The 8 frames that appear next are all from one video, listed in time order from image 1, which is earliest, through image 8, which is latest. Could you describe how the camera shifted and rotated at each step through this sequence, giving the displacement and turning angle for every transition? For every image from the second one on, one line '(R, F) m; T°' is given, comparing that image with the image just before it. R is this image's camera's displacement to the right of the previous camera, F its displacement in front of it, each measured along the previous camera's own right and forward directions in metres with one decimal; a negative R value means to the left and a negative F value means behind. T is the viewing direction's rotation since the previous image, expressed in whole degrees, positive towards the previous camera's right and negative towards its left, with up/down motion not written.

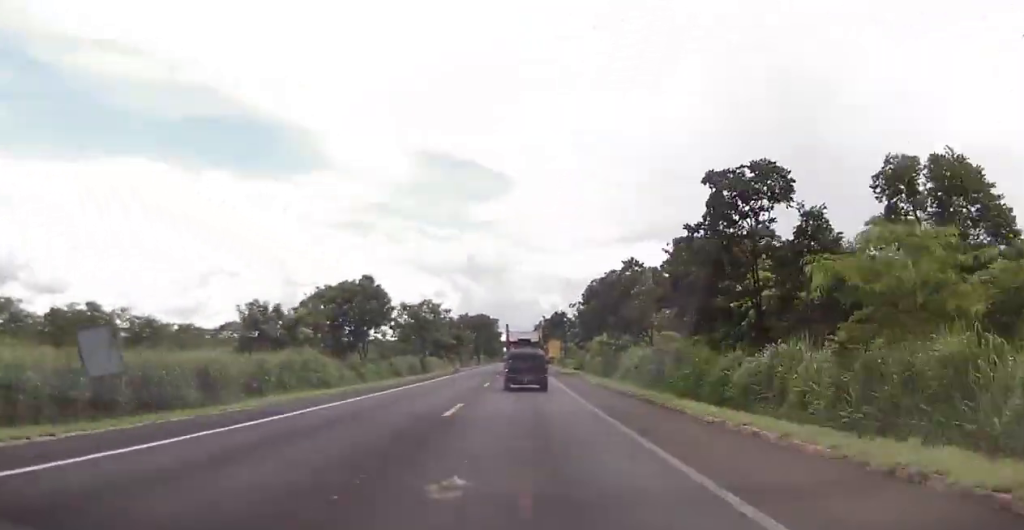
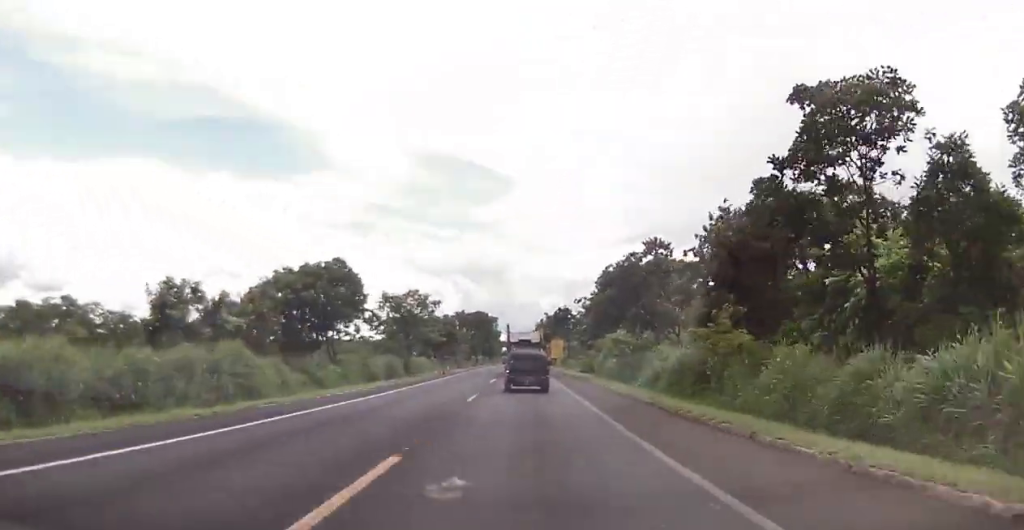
(+0.3, +9.9) m; 0°
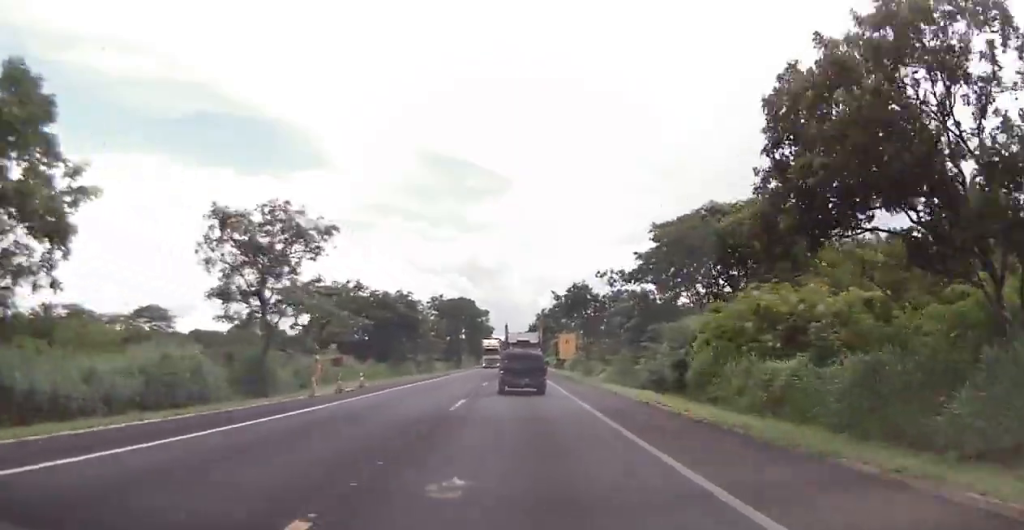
(-0.5, +34.8) m; -1°
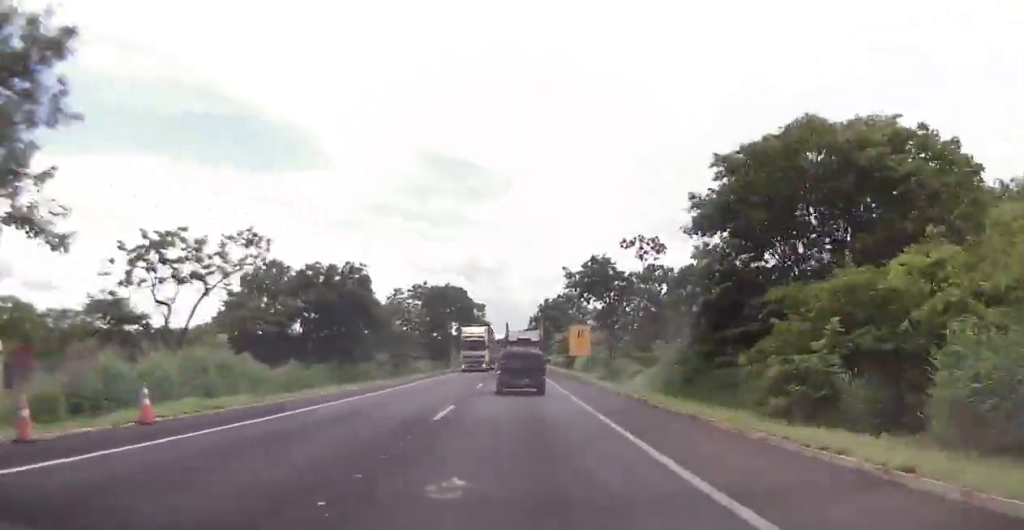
(+0.3, +18.5) m; 0°
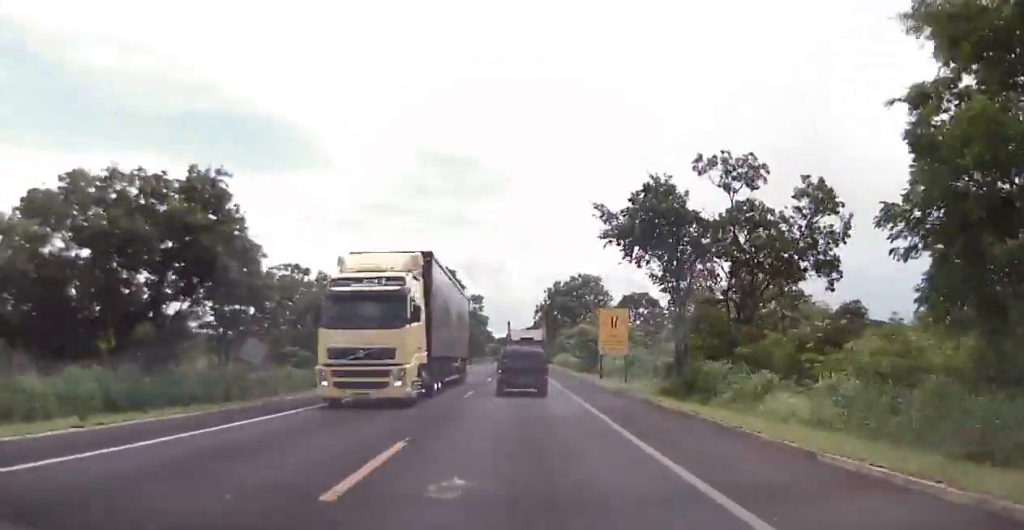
(-0.2, +22.8) m; 0°
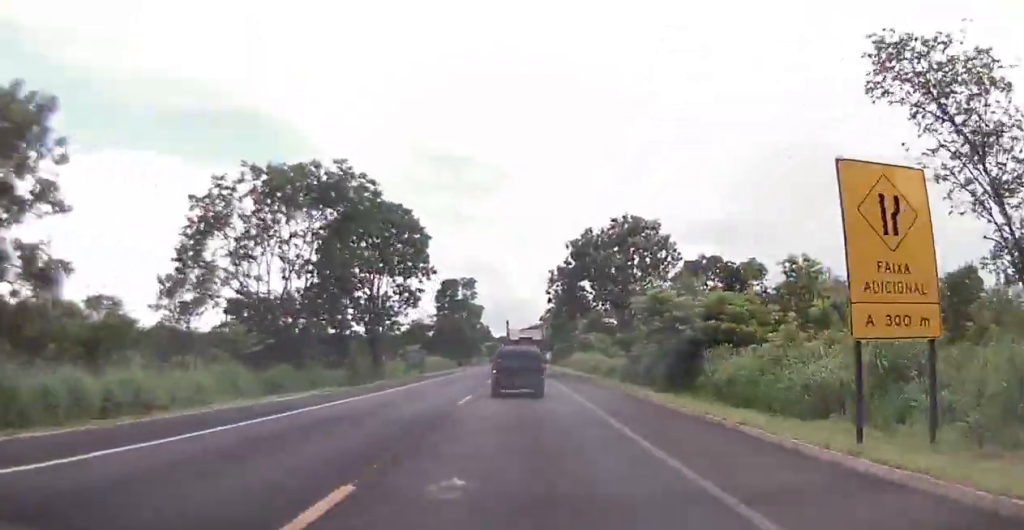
(+0.3, +34.8) m; +1°
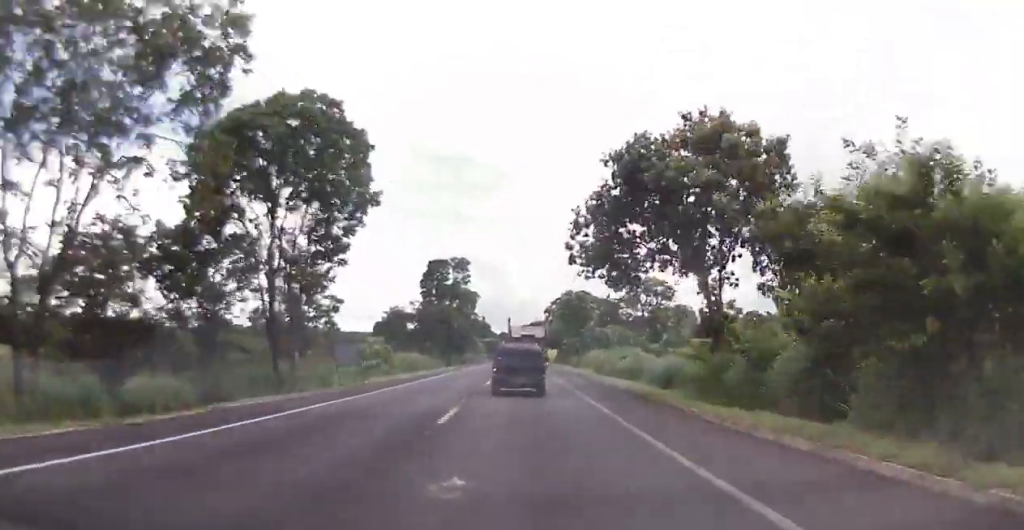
(0.0, +21.2) m; 0°
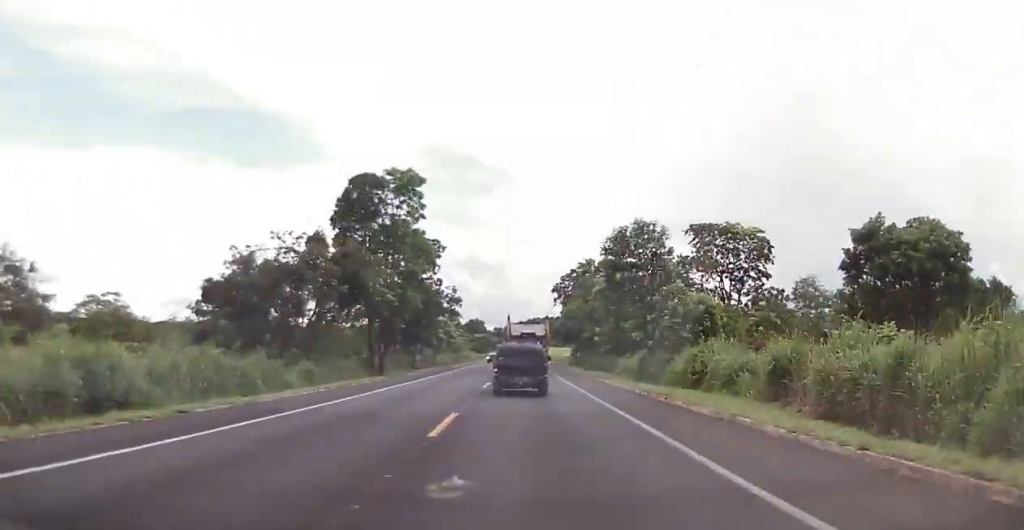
(0.0, +49.1) m; -1°
